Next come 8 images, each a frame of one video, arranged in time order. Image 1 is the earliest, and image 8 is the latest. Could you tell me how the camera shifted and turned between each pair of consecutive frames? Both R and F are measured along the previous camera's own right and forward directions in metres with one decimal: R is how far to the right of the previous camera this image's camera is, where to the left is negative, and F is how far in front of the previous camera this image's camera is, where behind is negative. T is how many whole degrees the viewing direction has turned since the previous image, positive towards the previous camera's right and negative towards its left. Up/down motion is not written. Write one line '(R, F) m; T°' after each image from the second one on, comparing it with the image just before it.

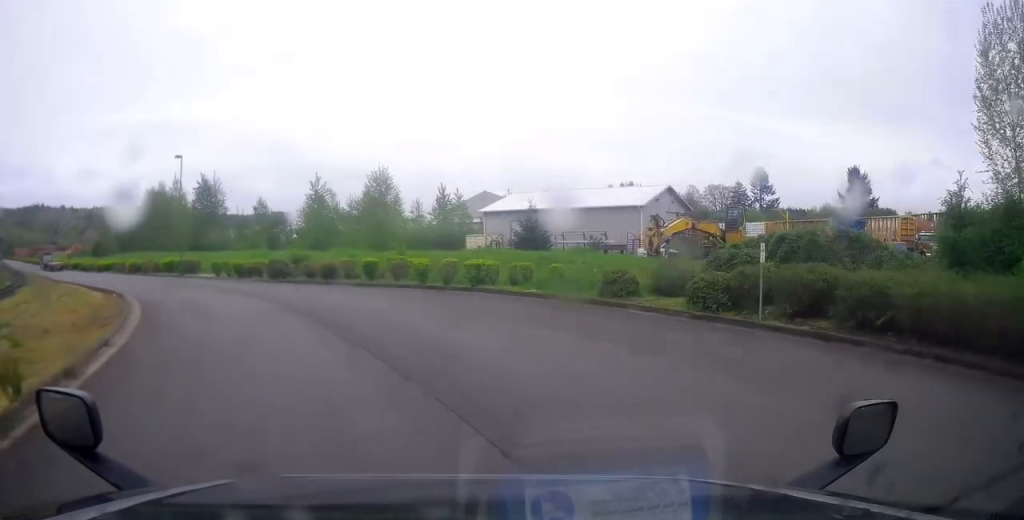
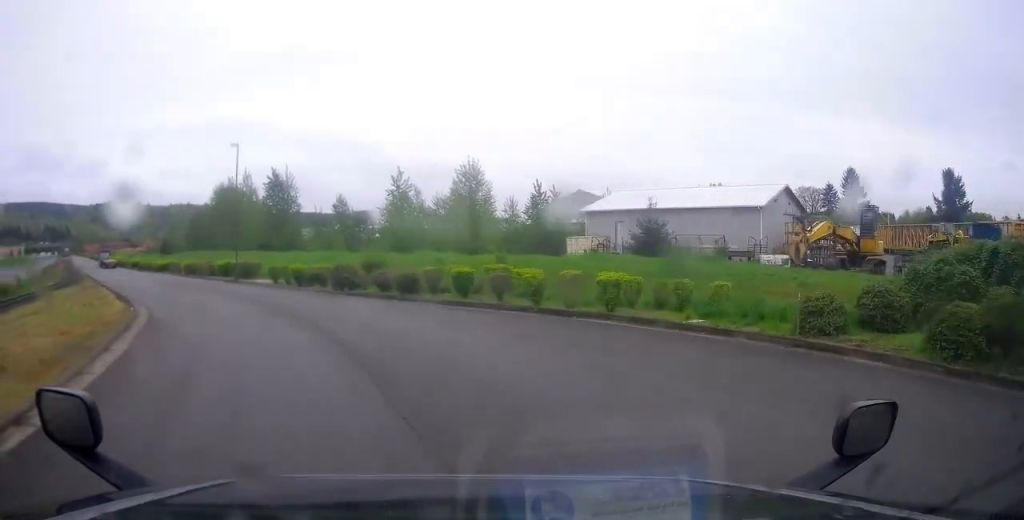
(-0.2, +6.7) m; -3°
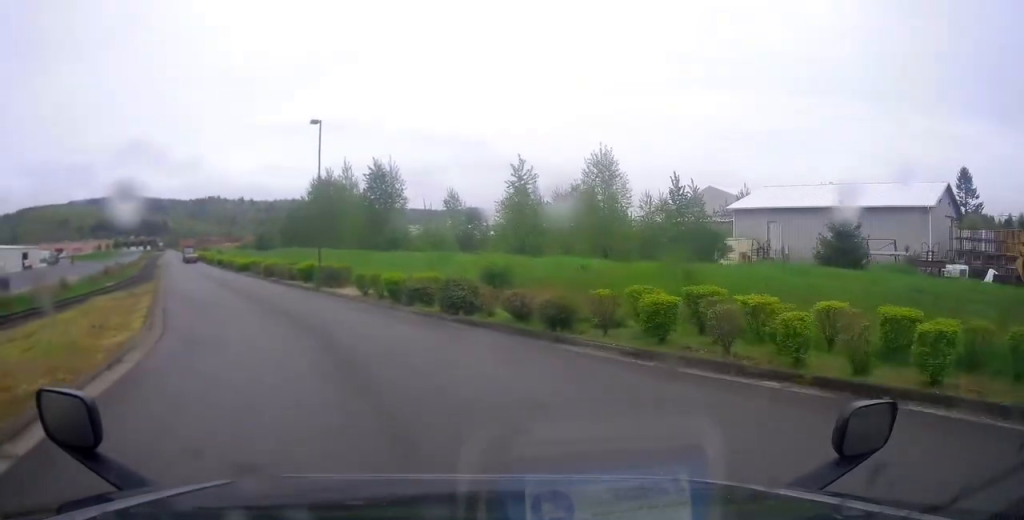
(+0.2, +8.6) m; -10°
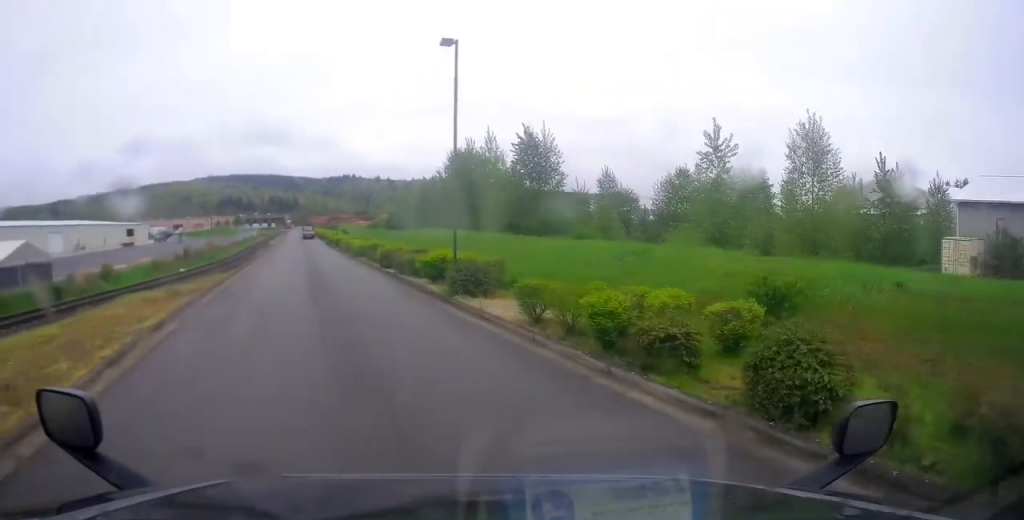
(-2.7, +11.5) m; -19°
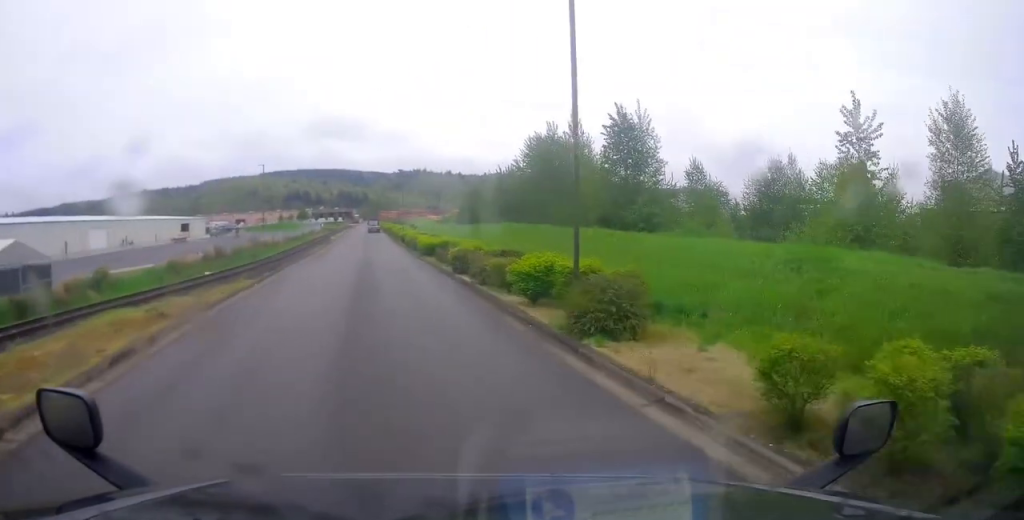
(-0.3, +8.0) m; -9°
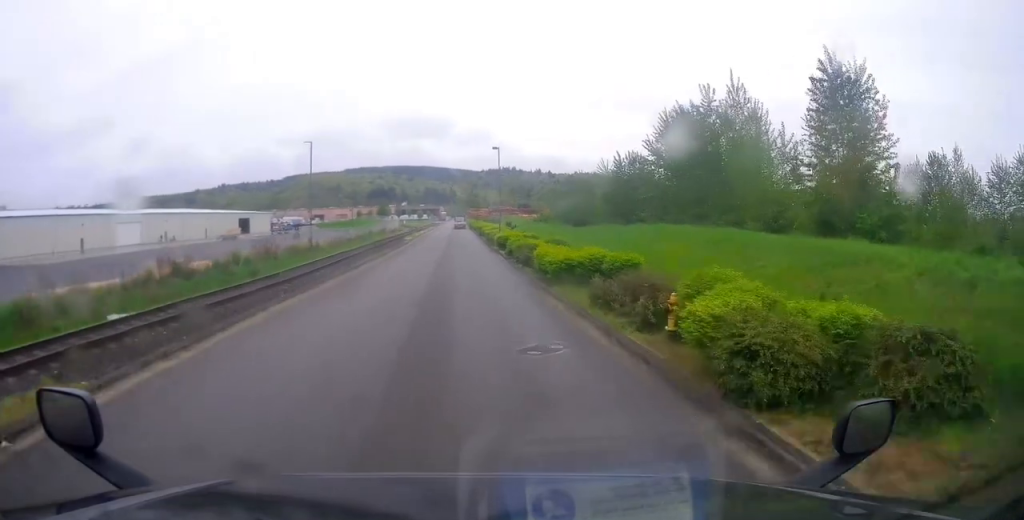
(-2.2, +19.2) m; -12°
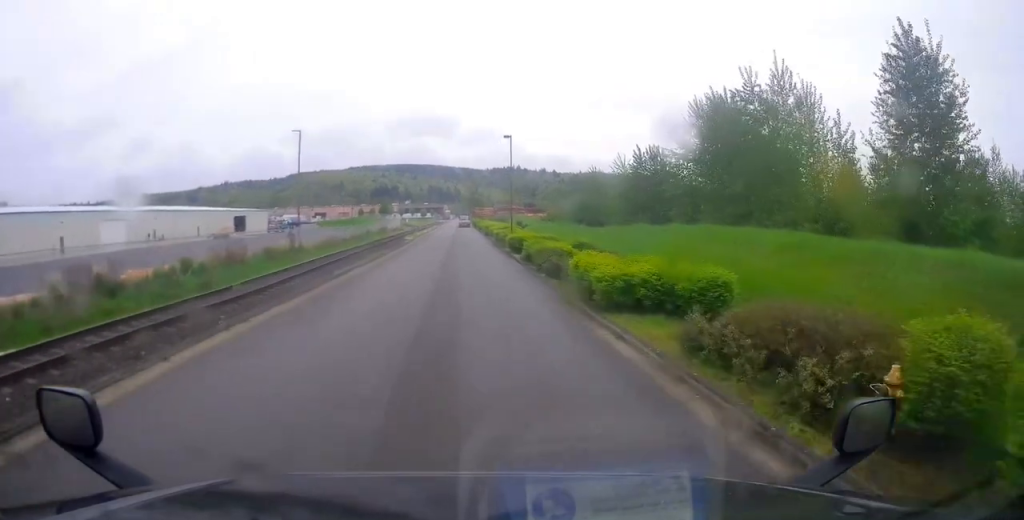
(-0.5, +6.4) m; -2°
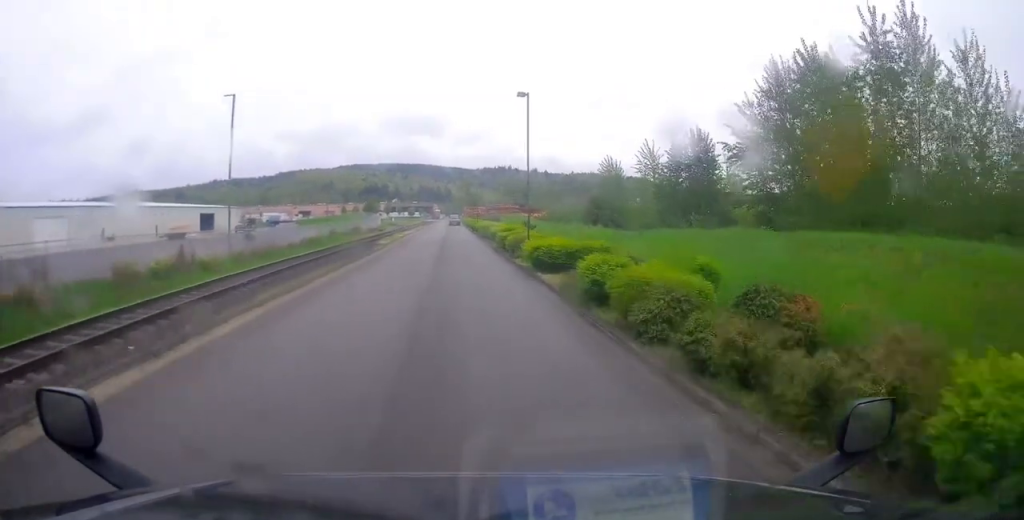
(-0.3, +15.1) m; +1°
